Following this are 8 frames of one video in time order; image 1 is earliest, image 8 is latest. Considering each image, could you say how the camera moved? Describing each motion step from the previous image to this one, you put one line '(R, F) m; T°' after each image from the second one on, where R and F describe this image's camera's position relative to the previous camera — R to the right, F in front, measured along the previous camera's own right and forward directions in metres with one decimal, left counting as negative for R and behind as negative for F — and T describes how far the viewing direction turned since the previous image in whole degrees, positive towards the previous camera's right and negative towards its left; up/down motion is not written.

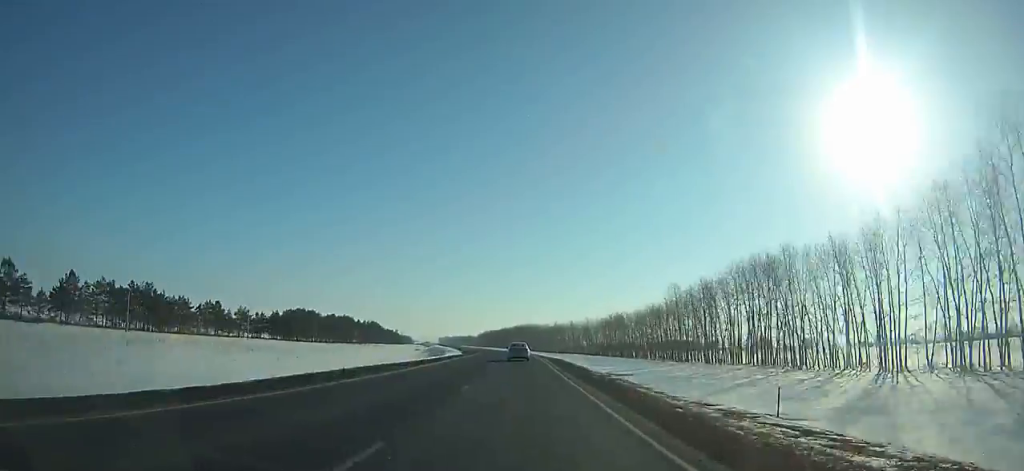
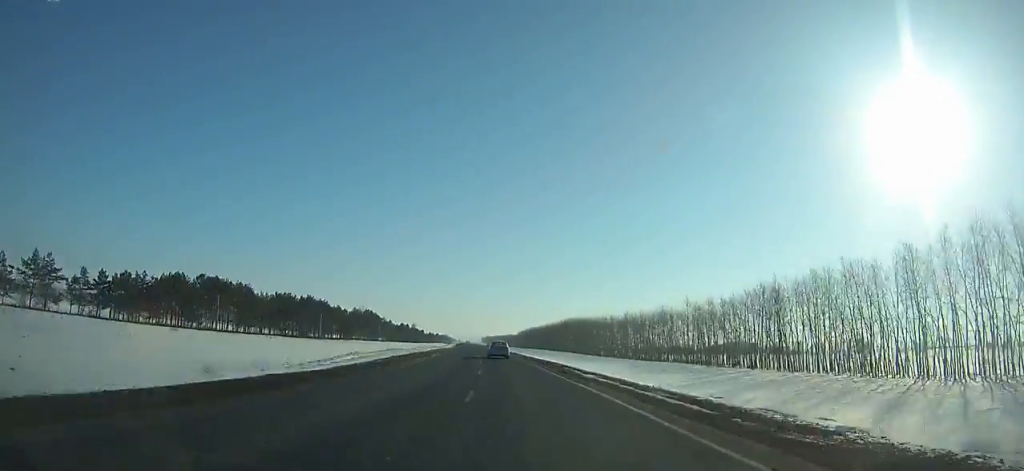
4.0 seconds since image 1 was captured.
(-2.5, +99.1) m; -5°
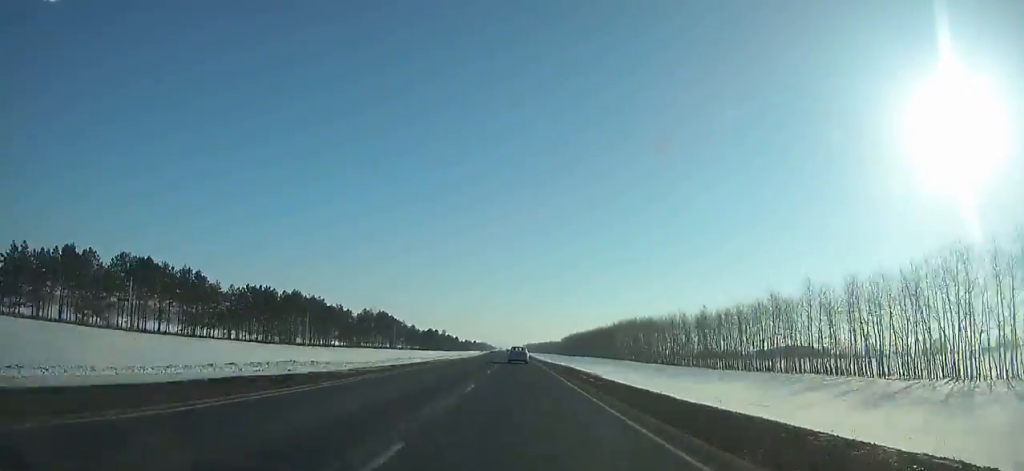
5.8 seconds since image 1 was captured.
(-2.0, +44.8) m; -2°
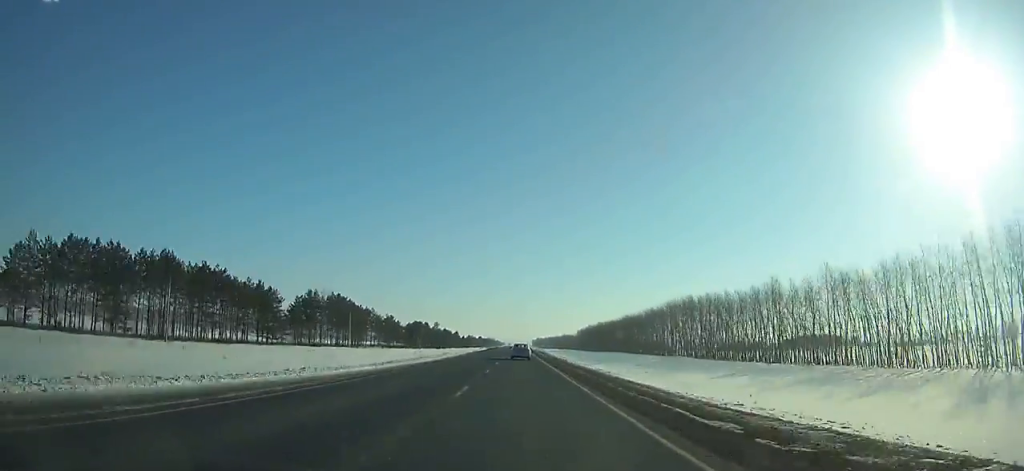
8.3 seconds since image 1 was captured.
(-1.3, +62.5) m; -1°
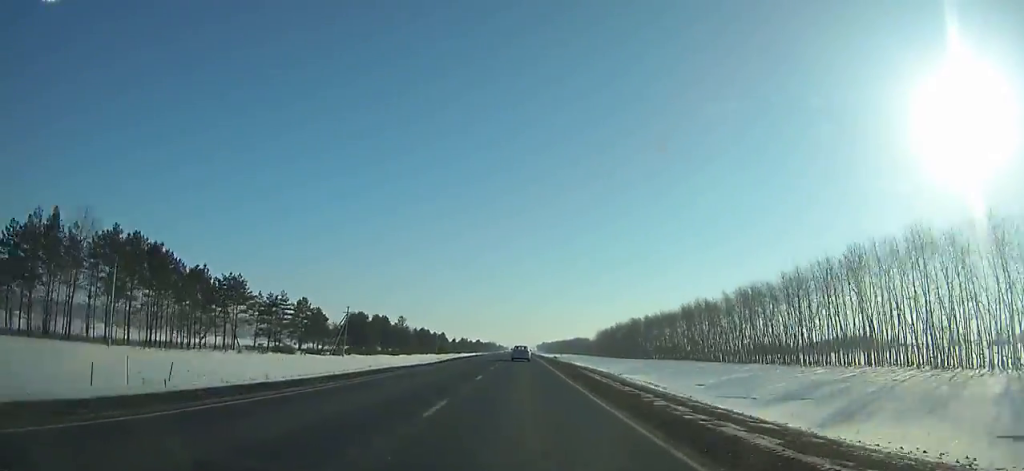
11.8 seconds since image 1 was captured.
(-0.6, +88.0) m; -1°
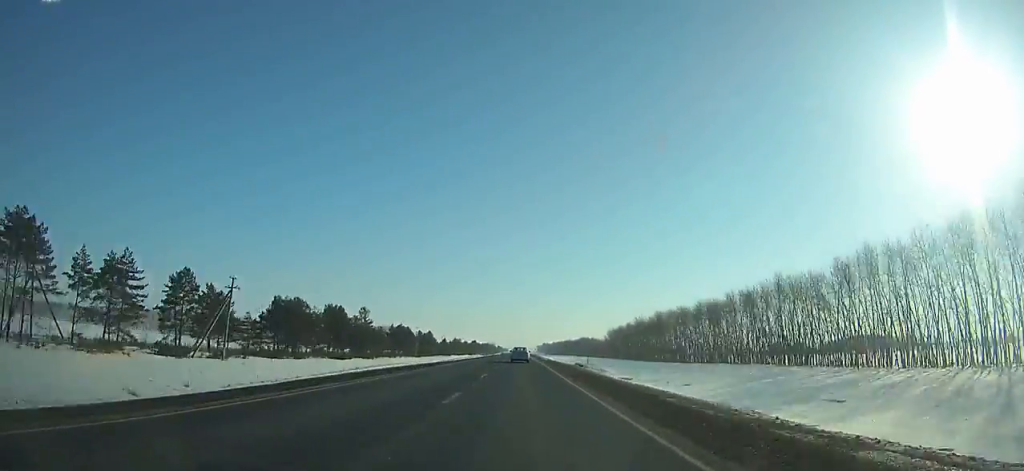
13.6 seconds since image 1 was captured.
(-0.1, +45.3) m; 0°
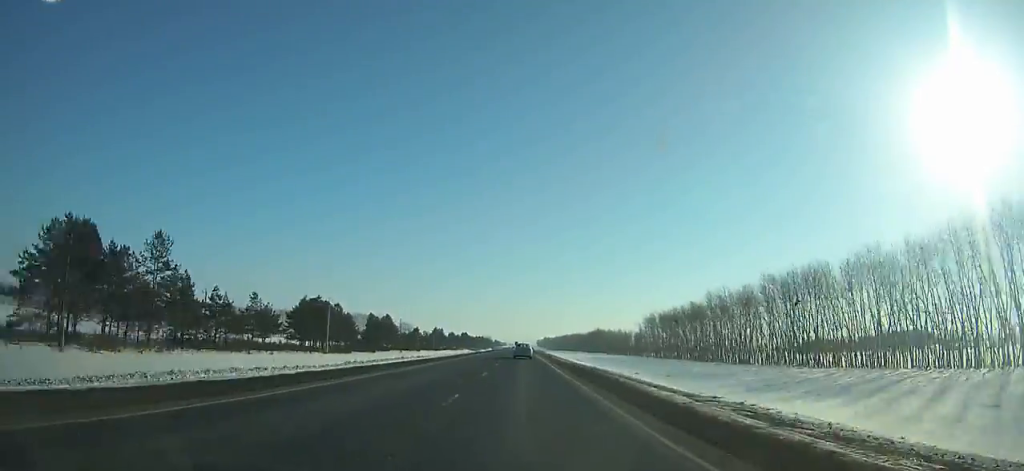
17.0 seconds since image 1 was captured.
(0.0, +86.0) m; 0°
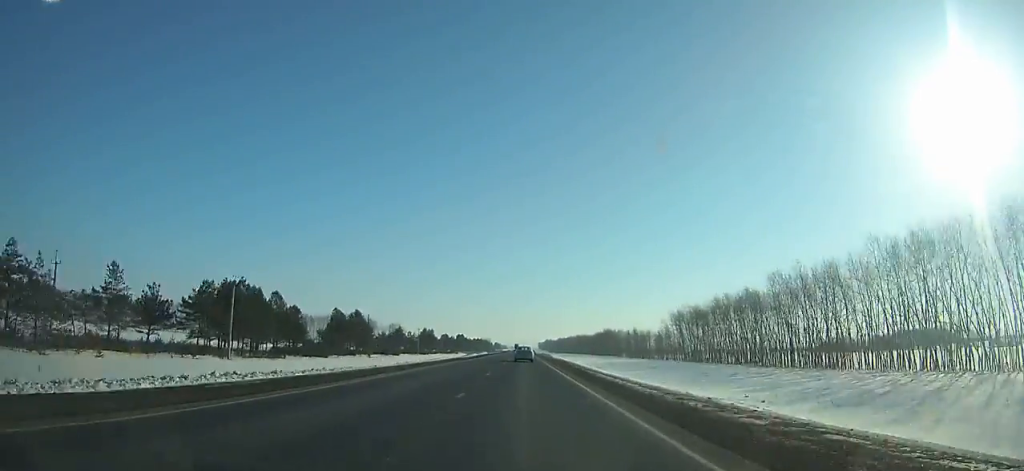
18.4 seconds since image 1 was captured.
(0.0, +35.5) m; 0°
